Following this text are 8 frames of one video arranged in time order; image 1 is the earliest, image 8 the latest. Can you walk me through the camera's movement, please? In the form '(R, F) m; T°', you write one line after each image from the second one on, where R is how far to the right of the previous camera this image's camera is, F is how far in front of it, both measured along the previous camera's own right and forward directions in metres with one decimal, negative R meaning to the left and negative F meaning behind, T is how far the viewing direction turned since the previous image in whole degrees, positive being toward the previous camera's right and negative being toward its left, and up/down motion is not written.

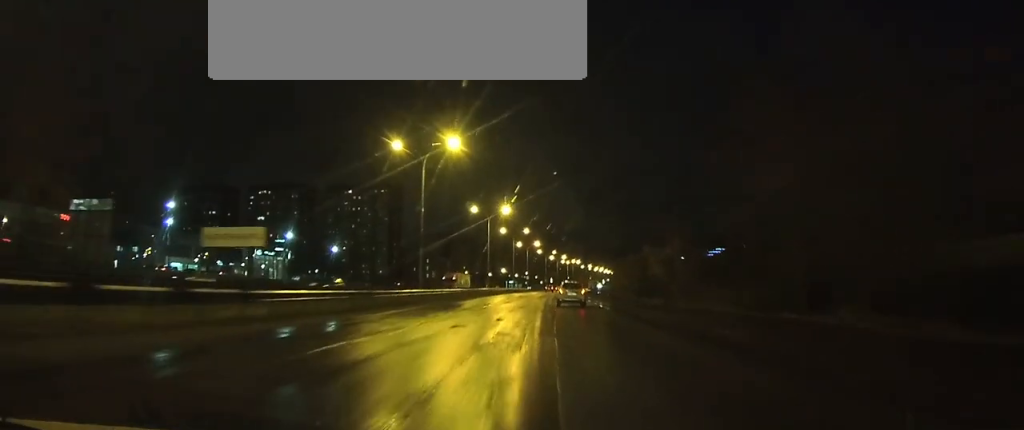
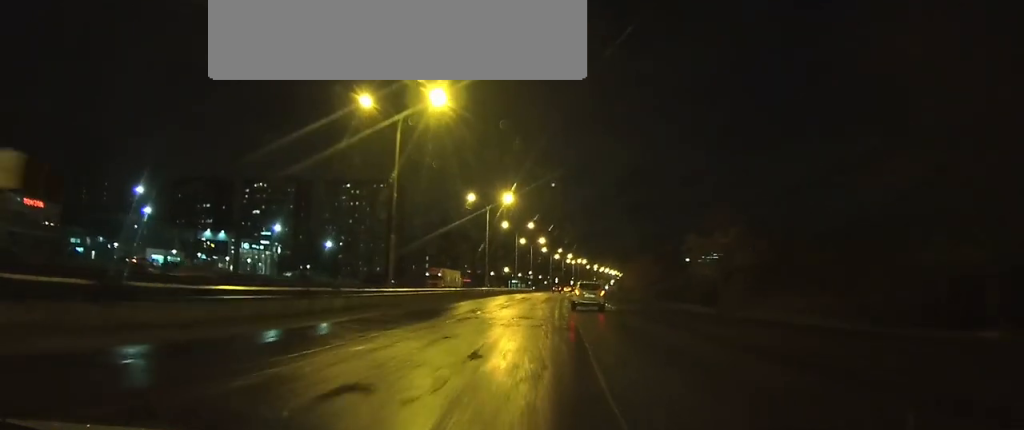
(0.0, +10.9) m; 0°
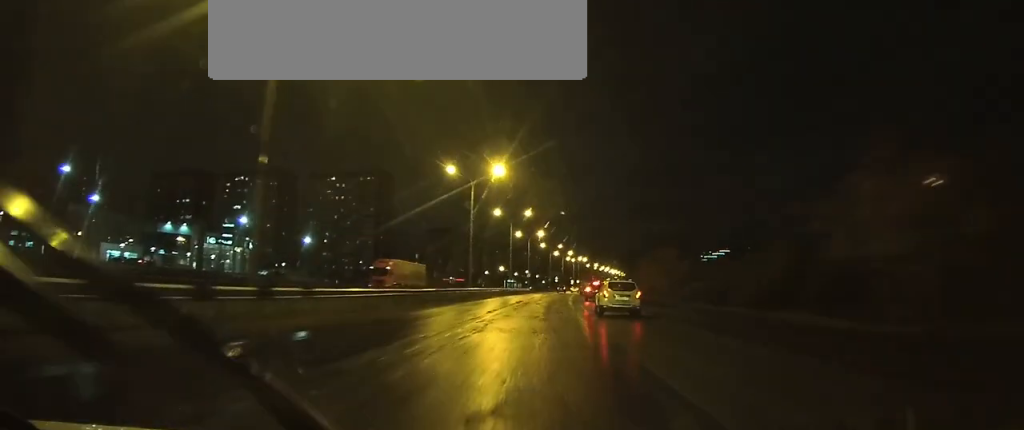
(0.0, +17.4) m; +1°
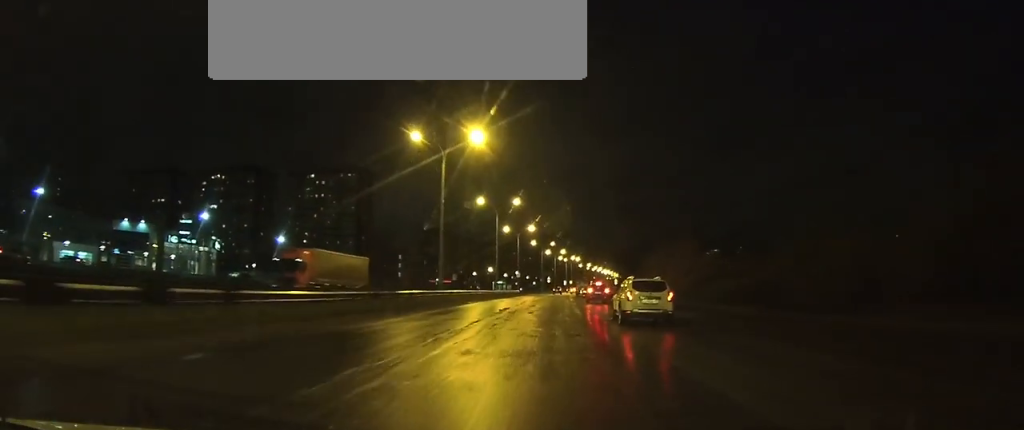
(+0.1, +13.2) m; +1°
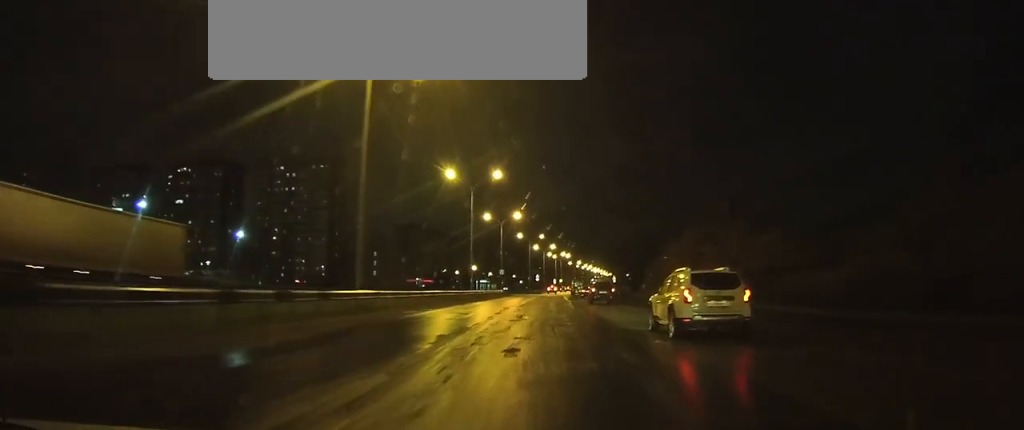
(+0.2, +17.5) m; +1°
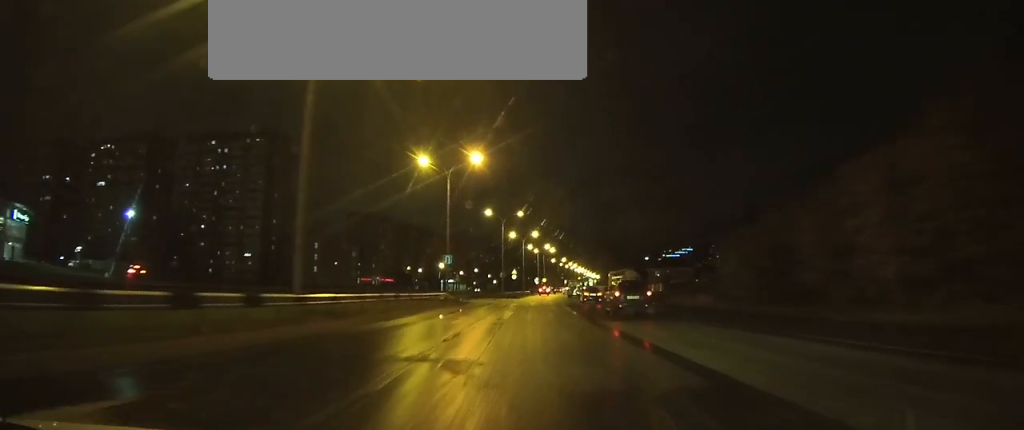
(+0.5, +34.4) m; +1°
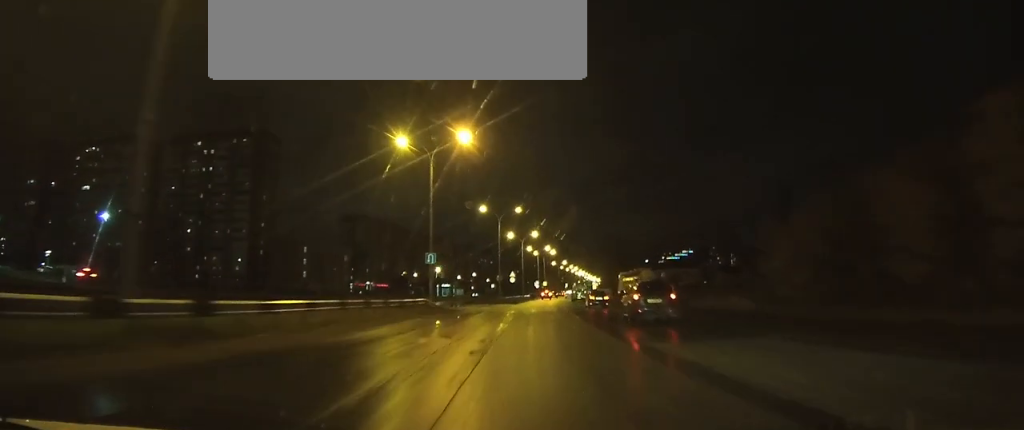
(0.0, +6.4) m; 0°
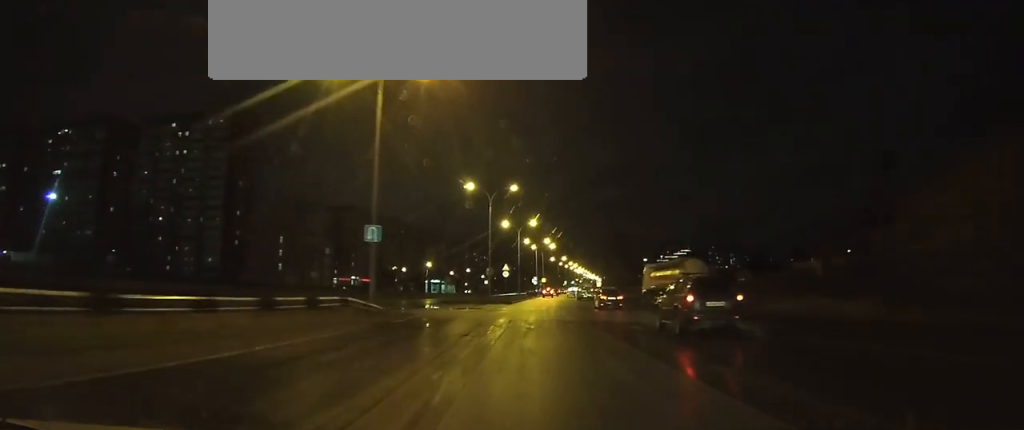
(0.0, +11.8) m; 0°
